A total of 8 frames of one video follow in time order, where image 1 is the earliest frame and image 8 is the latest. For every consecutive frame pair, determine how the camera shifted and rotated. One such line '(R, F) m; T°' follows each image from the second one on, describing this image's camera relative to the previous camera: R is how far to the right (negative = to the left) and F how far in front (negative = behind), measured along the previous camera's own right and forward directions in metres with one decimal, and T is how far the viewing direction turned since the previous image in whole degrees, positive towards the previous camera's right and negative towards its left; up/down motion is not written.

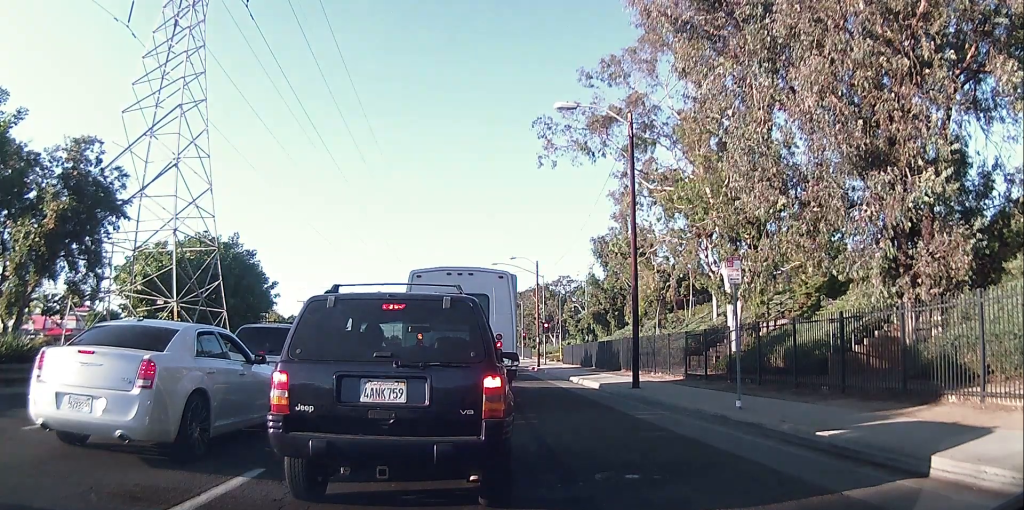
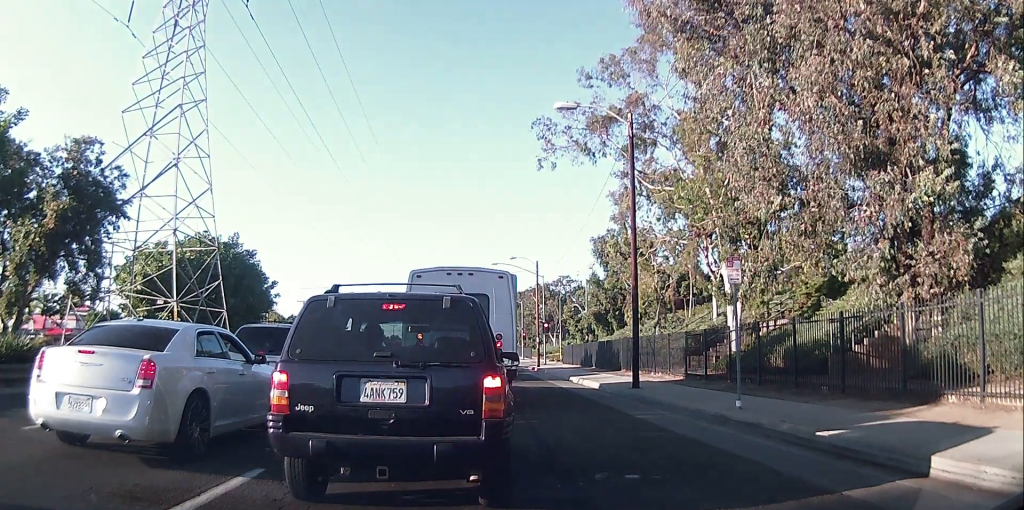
(0.0, 0.0) m; 0°
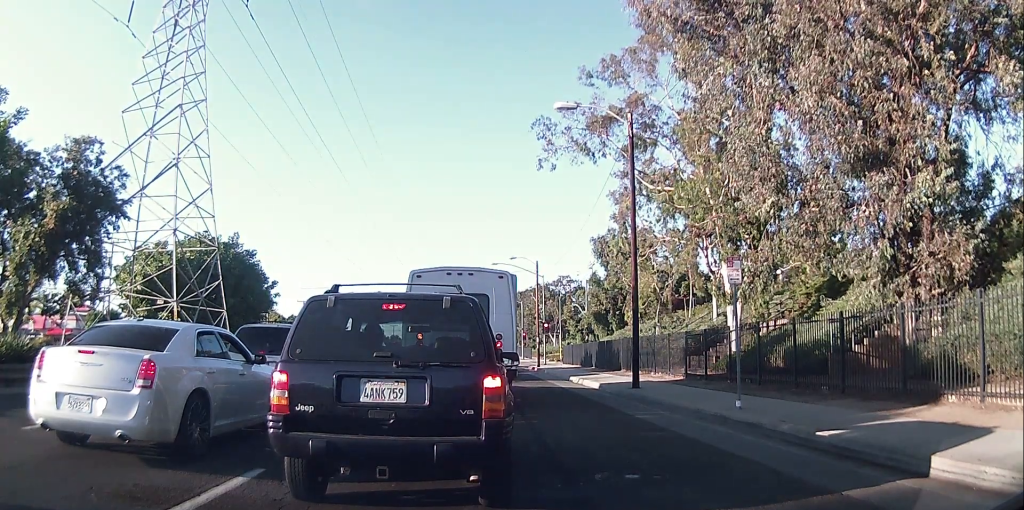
(0.0, 0.0) m; 0°
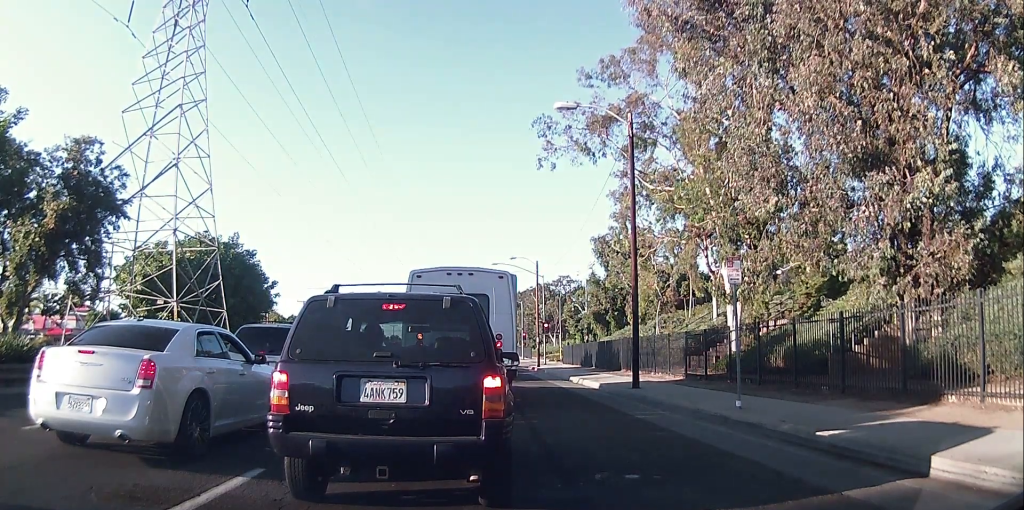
(0.0, 0.0) m; 0°
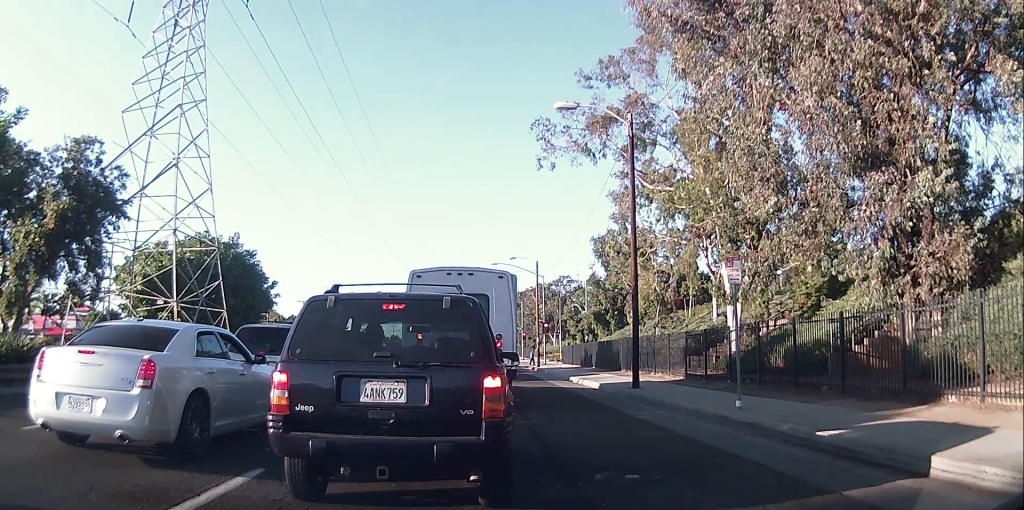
(0.0, 0.0) m; 0°
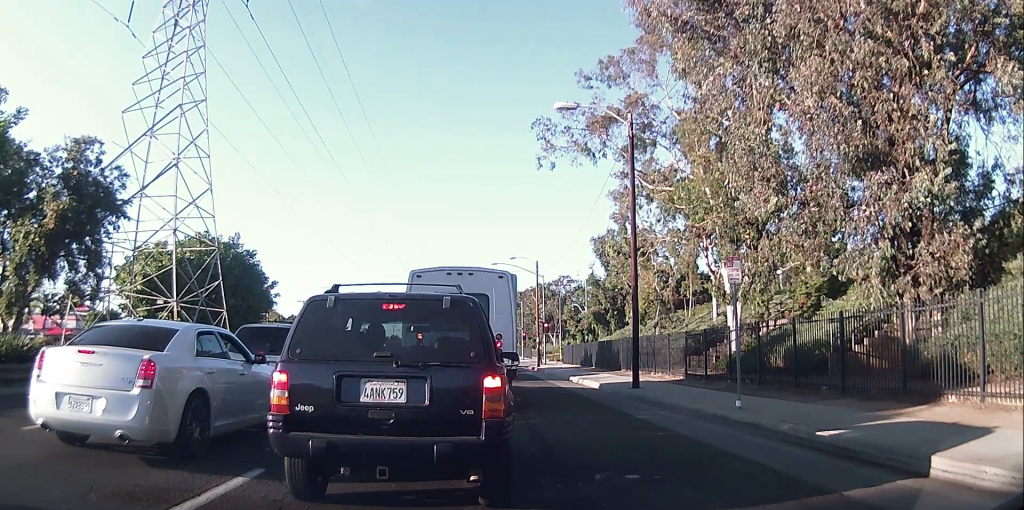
(0.0, 0.0) m; 0°
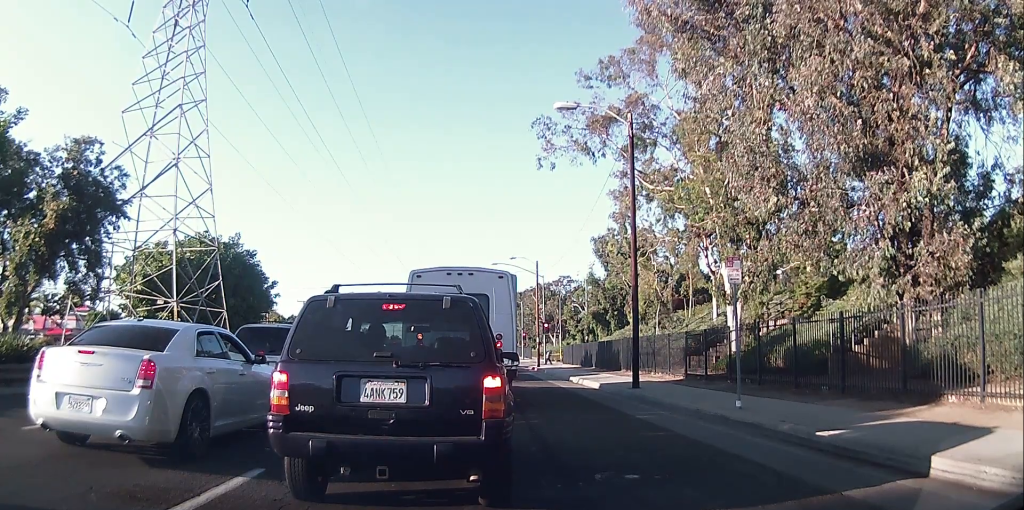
(0.0, 0.0) m; 0°
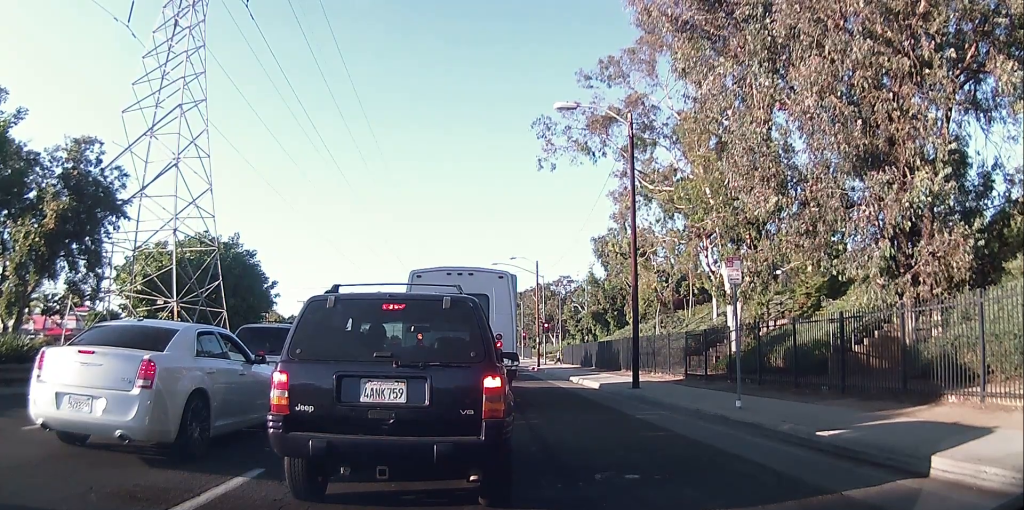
(0.0, 0.0) m; 0°
